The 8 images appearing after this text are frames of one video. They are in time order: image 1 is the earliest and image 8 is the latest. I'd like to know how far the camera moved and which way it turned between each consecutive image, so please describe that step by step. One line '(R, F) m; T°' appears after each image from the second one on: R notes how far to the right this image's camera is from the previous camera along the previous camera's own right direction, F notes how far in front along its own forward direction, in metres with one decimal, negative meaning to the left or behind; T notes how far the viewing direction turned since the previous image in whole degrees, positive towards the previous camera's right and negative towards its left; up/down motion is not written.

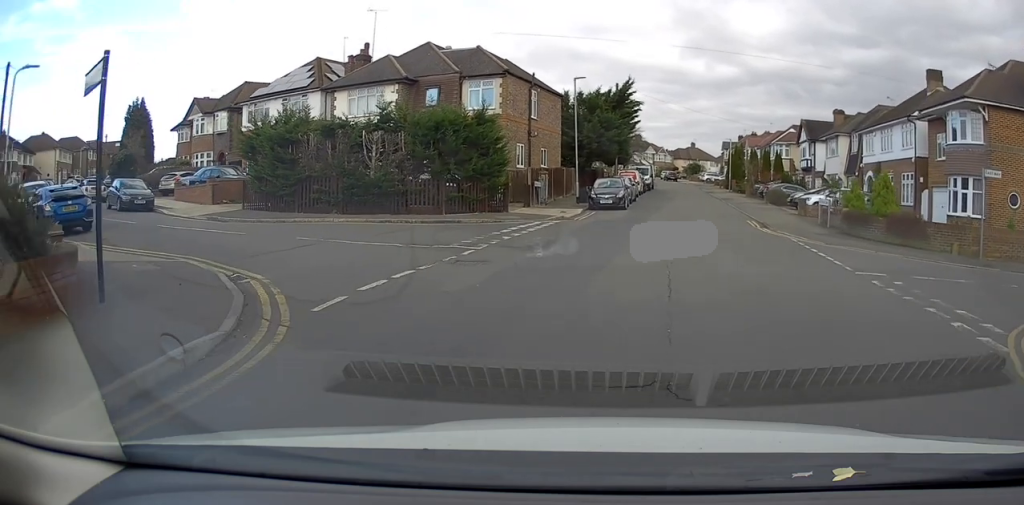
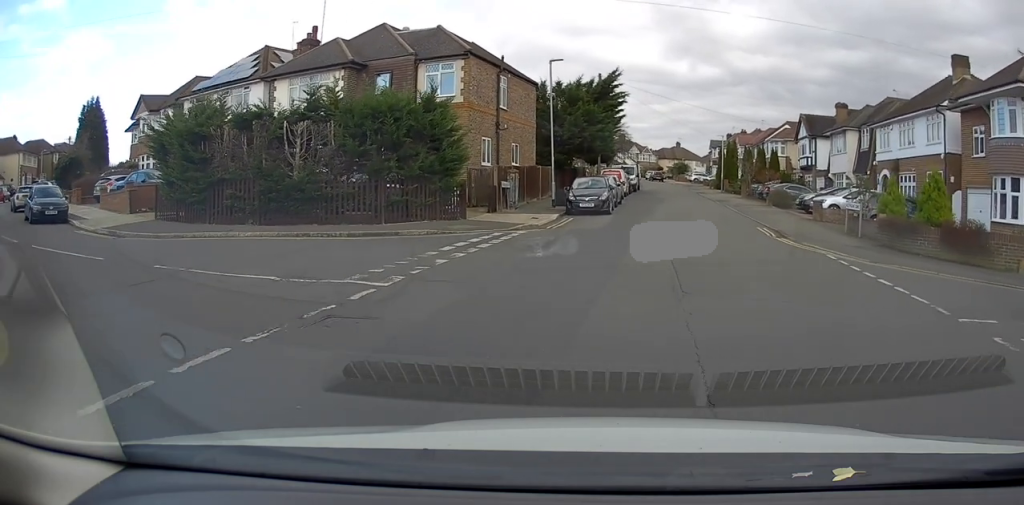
(0.0, +5.6) m; 0°
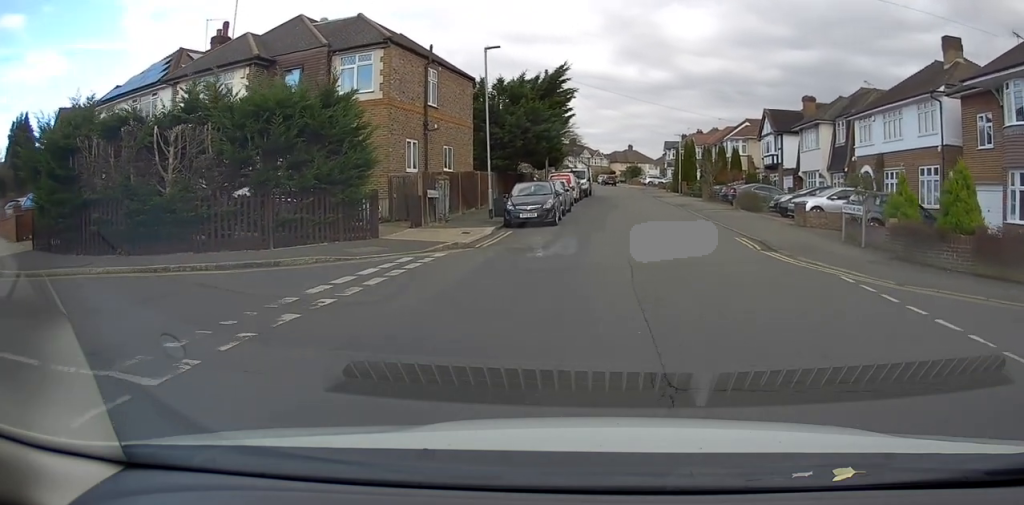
(0.0, +5.1) m; +3°
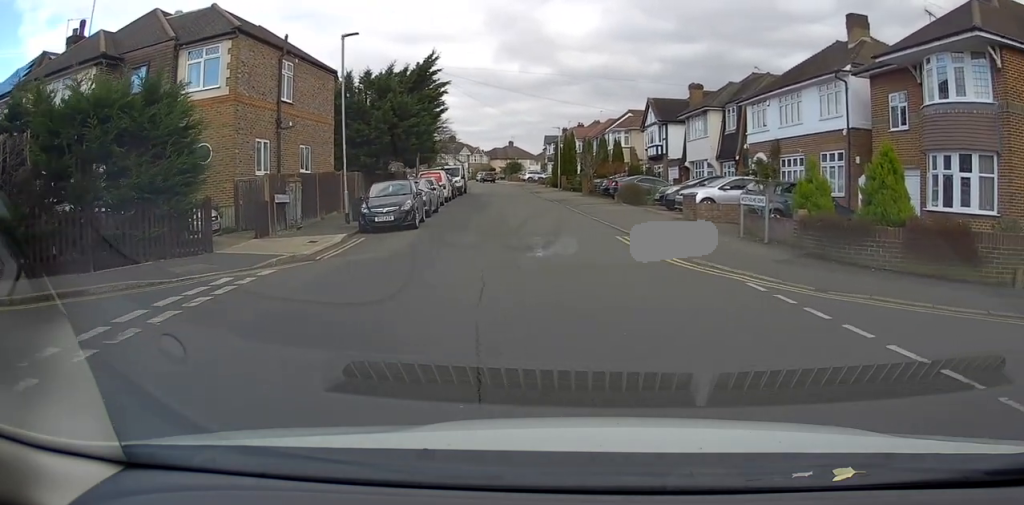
(+0.2, +2.7) m; +12°
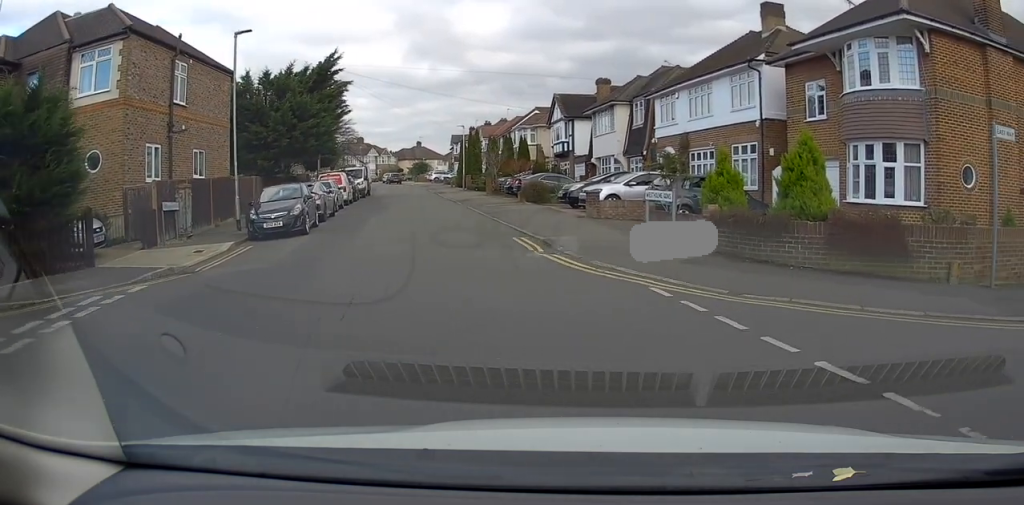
(+0.1, +1.2) m; +8°
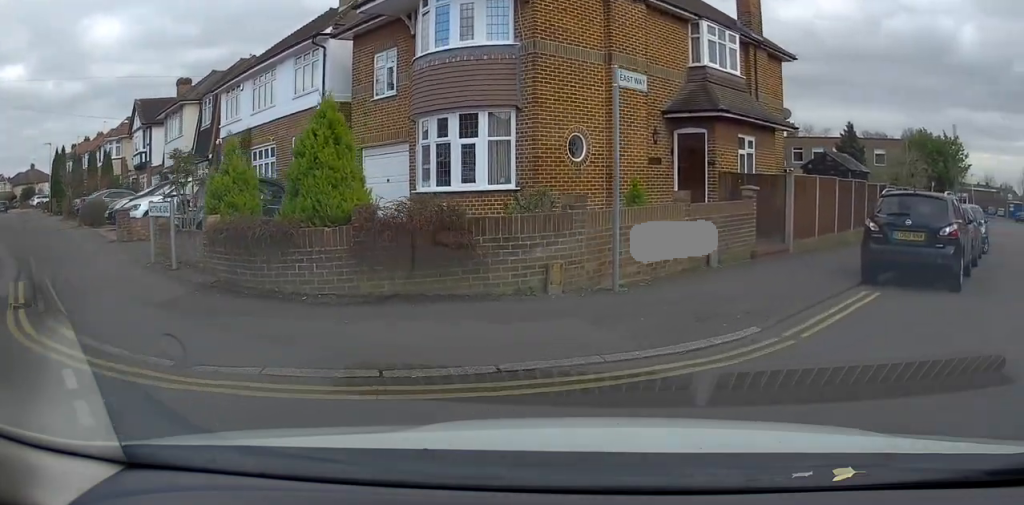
(+0.9, +3.4) m; +32°
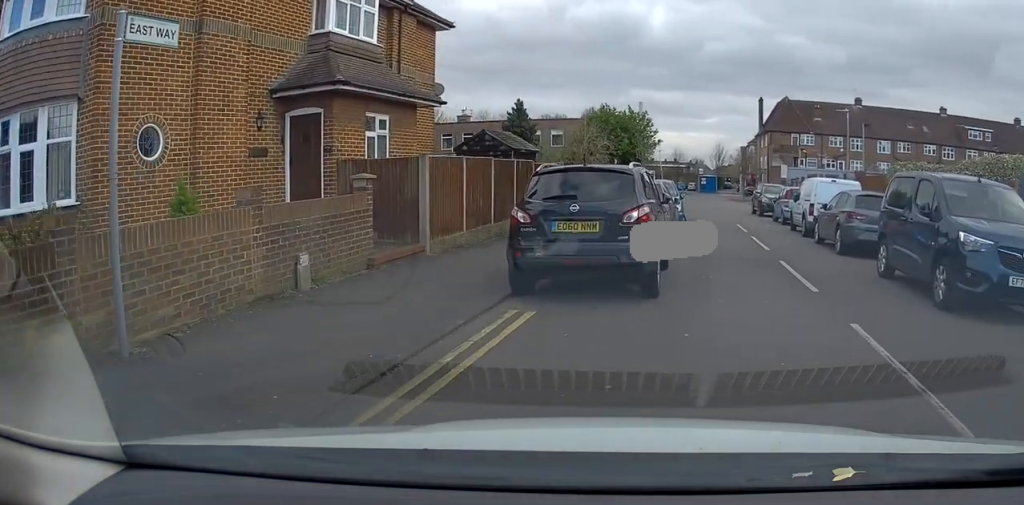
(+0.7, +3.0) m; +28°
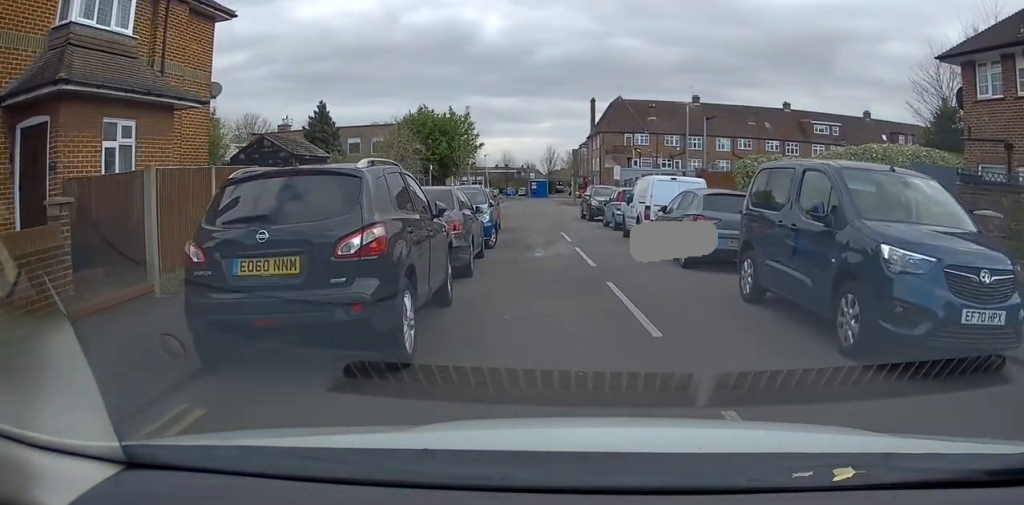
(+0.5, +2.4) m; +17°
